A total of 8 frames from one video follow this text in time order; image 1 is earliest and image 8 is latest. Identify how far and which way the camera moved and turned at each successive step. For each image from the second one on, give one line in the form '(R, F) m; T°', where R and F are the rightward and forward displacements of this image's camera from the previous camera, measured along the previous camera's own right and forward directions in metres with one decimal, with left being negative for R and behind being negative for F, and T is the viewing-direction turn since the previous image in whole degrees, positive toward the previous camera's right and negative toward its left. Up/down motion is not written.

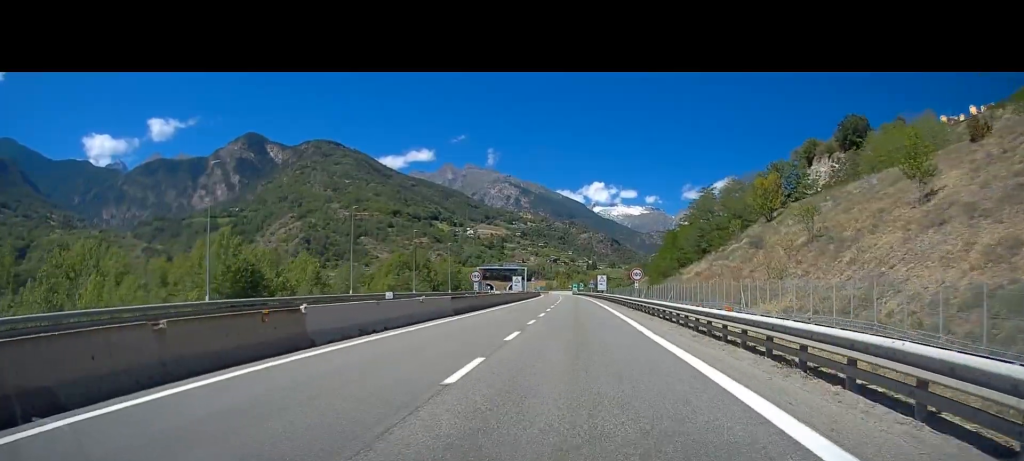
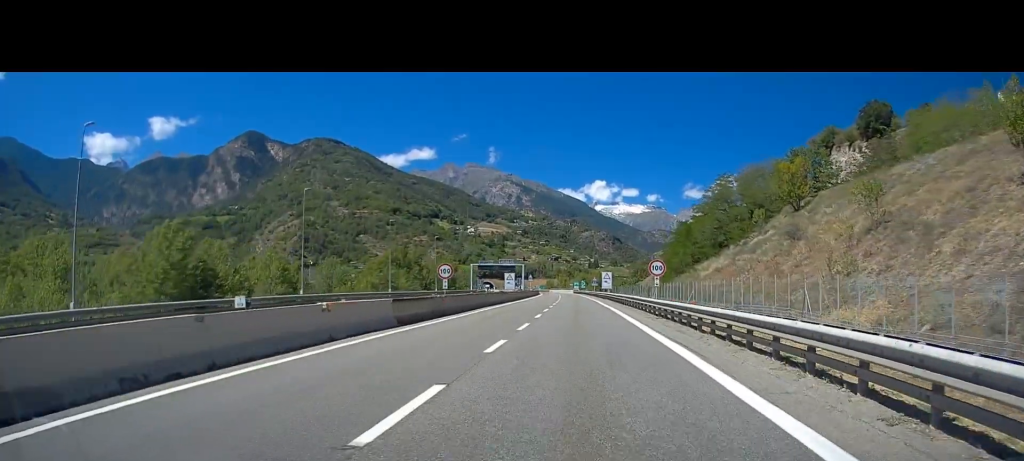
(0.0, +9.9) m; 0°
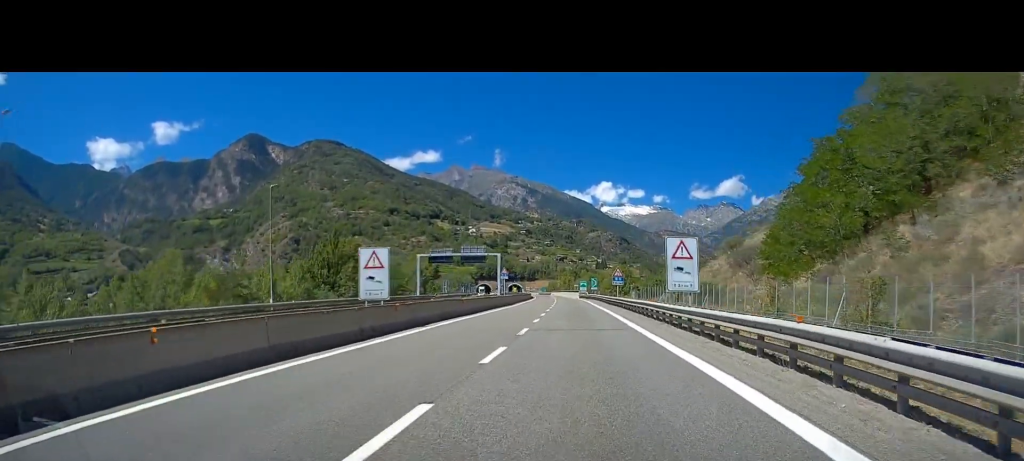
(-0.2, +40.5) m; 0°
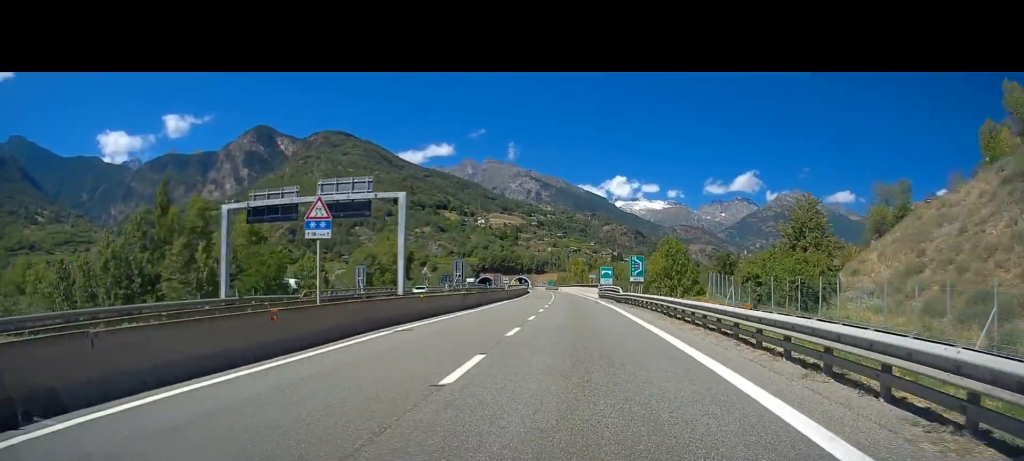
(-0.8, +49.0) m; -2°
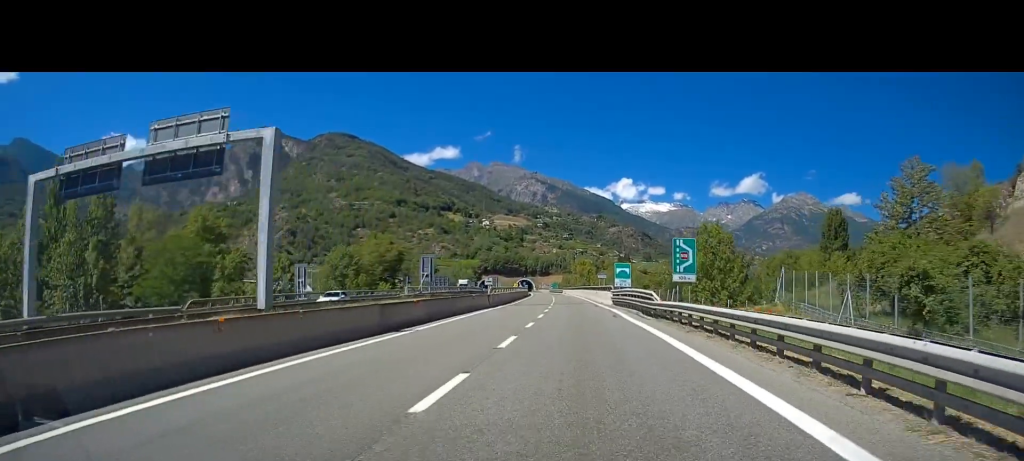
(0.0, +19.5) m; 0°
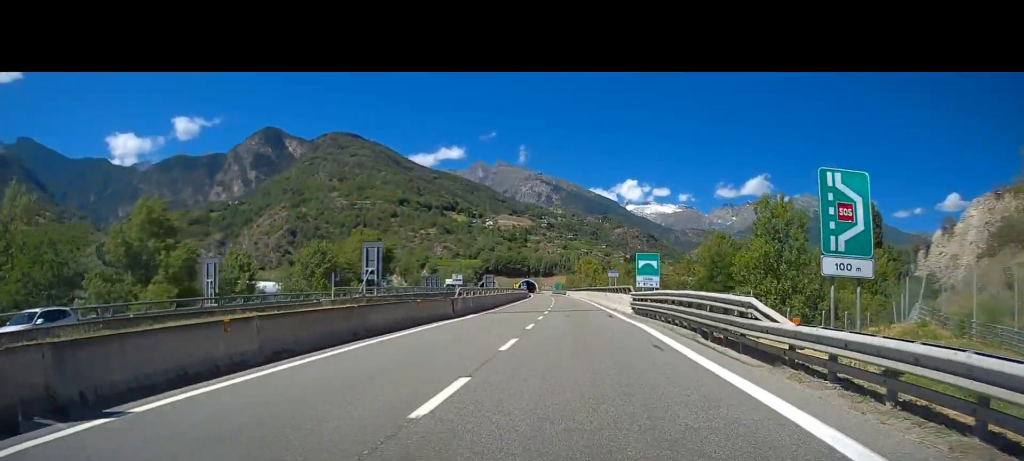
(0.0, +18.4) m; 0°
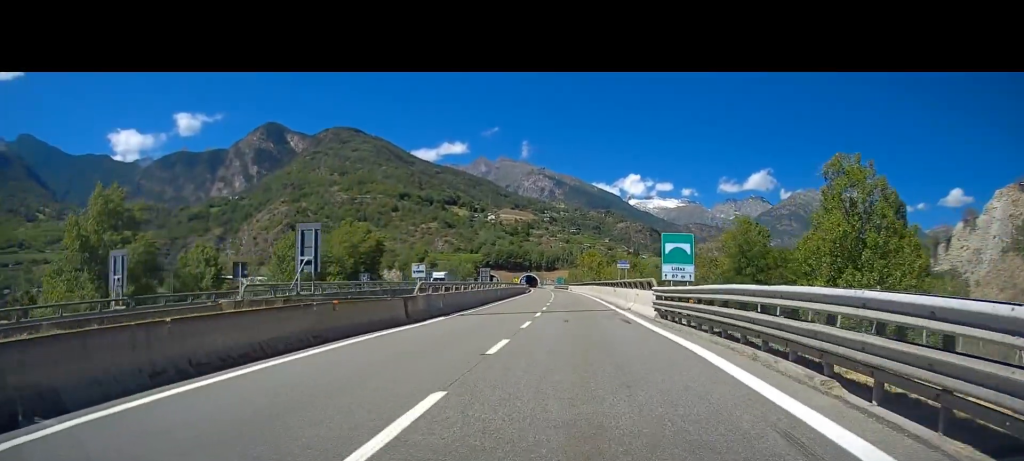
(0.0, +12.6) m; -1°
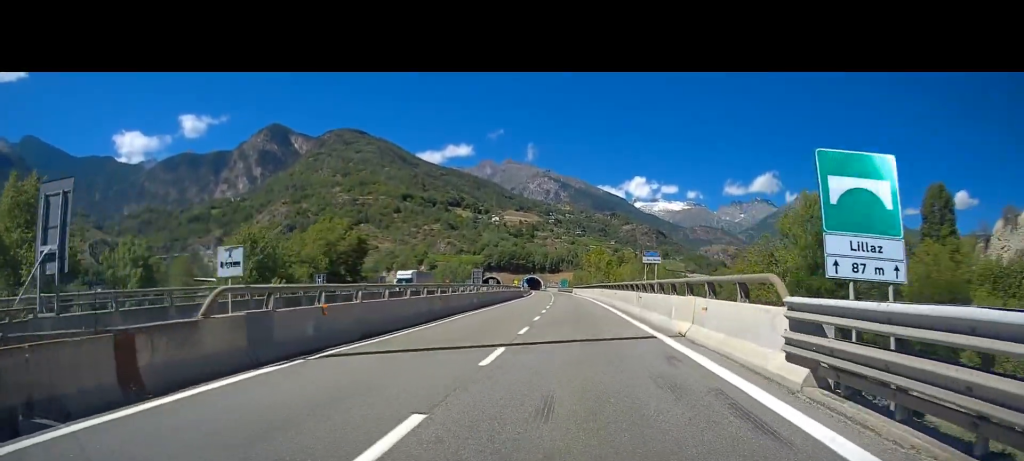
(+0.1, +20.9) m; -1°
